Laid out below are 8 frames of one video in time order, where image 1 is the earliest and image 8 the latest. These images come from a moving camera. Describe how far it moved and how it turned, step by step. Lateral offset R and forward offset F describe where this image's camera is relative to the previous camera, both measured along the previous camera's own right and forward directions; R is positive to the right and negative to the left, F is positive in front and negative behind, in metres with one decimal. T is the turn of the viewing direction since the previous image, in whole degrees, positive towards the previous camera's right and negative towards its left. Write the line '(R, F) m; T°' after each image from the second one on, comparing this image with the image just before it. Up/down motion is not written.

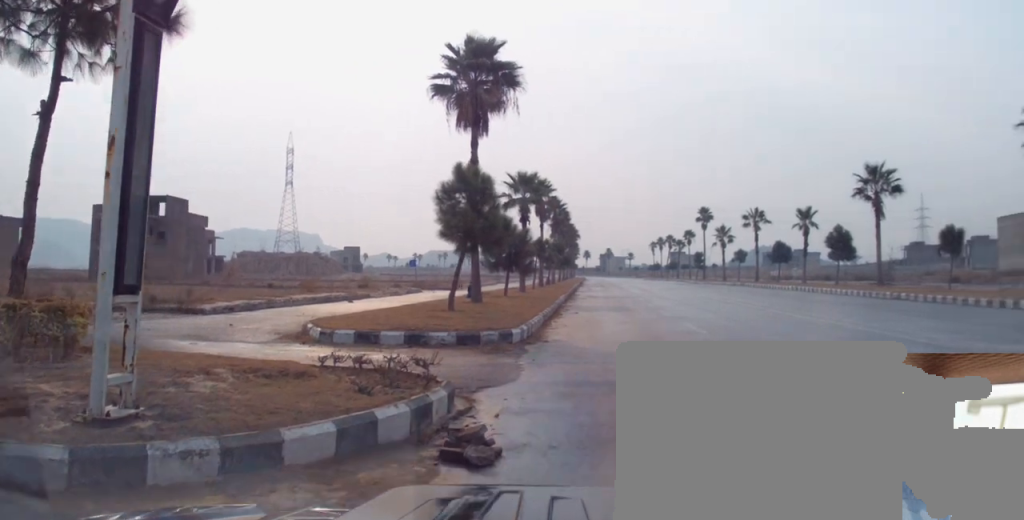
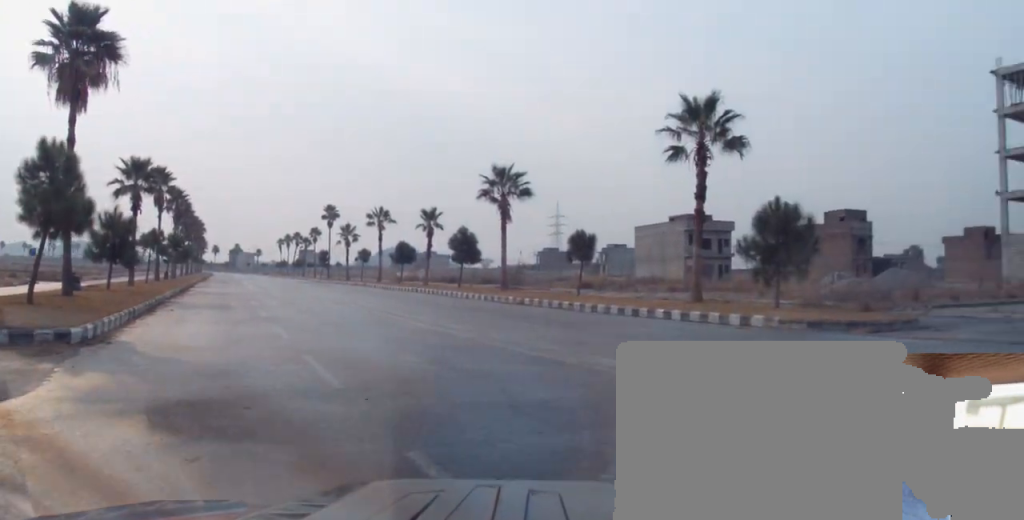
(+0.7, +1.8) m; +28°
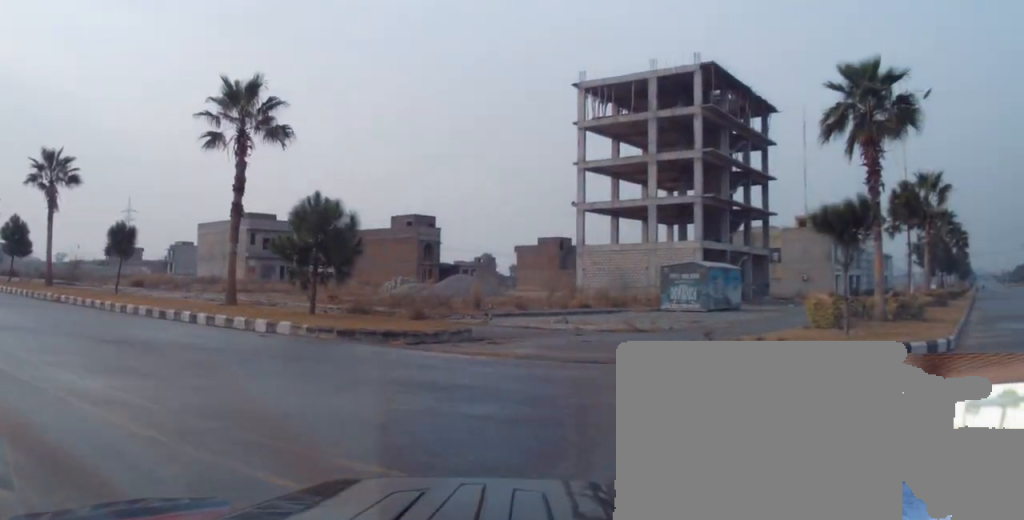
(+0.6, +2.4) m; +28°
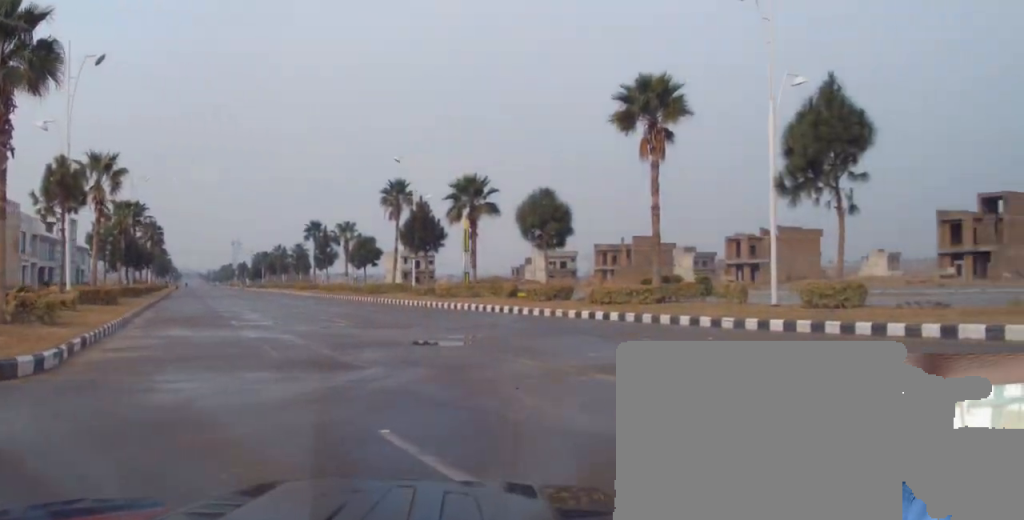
(+2.3, +4.6) m; +40°
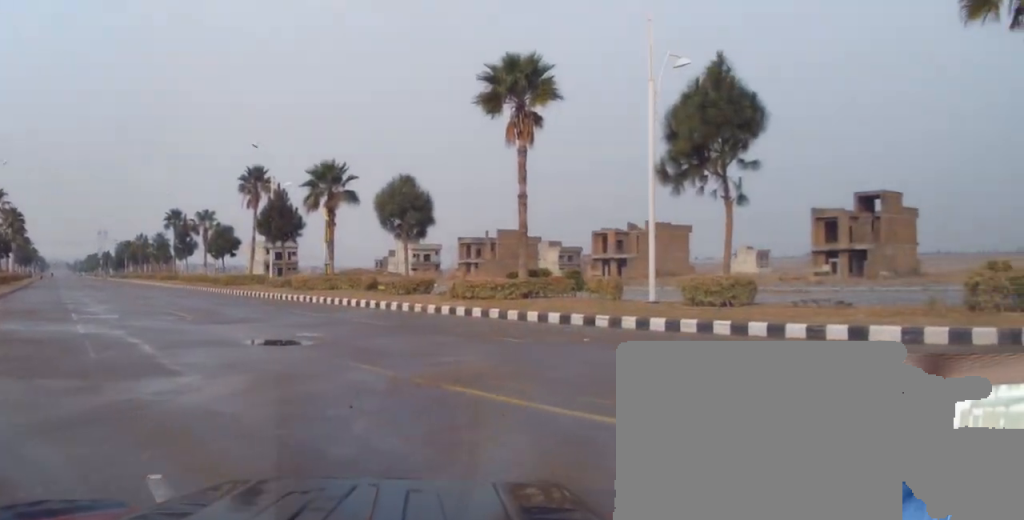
(+0.2, +1.9) m; +5°
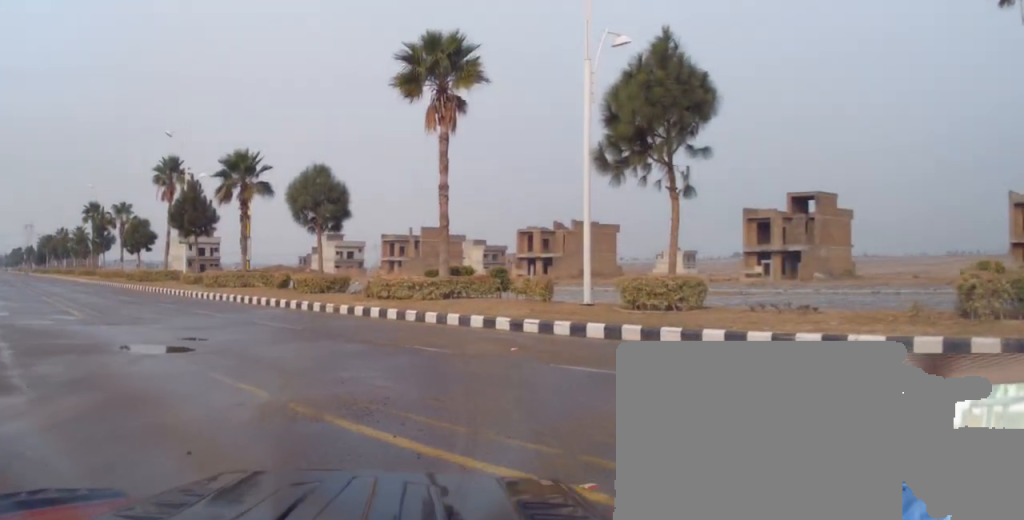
(0.0, +2.1) m; -4°
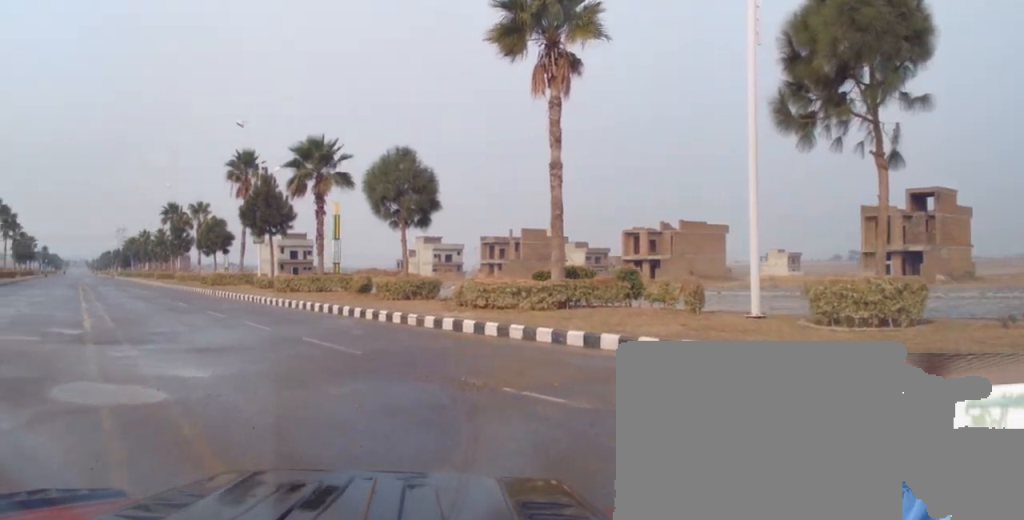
(-0.5, +5.0) m; -11°
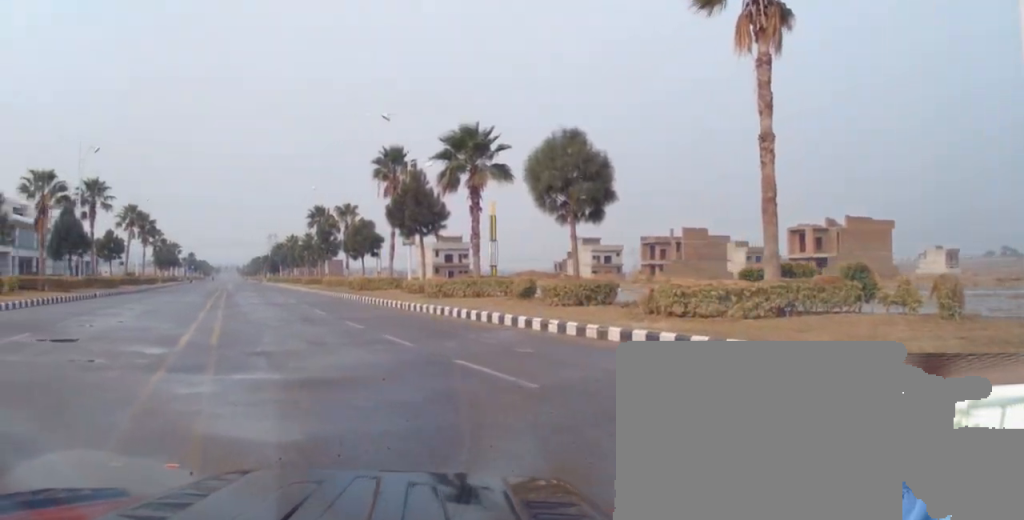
(-0.1, +3.7) m; -12°
